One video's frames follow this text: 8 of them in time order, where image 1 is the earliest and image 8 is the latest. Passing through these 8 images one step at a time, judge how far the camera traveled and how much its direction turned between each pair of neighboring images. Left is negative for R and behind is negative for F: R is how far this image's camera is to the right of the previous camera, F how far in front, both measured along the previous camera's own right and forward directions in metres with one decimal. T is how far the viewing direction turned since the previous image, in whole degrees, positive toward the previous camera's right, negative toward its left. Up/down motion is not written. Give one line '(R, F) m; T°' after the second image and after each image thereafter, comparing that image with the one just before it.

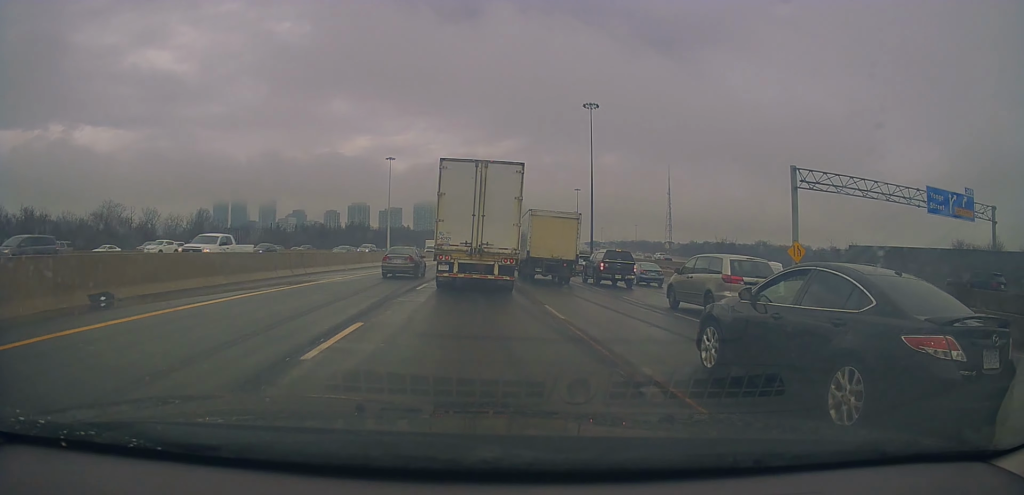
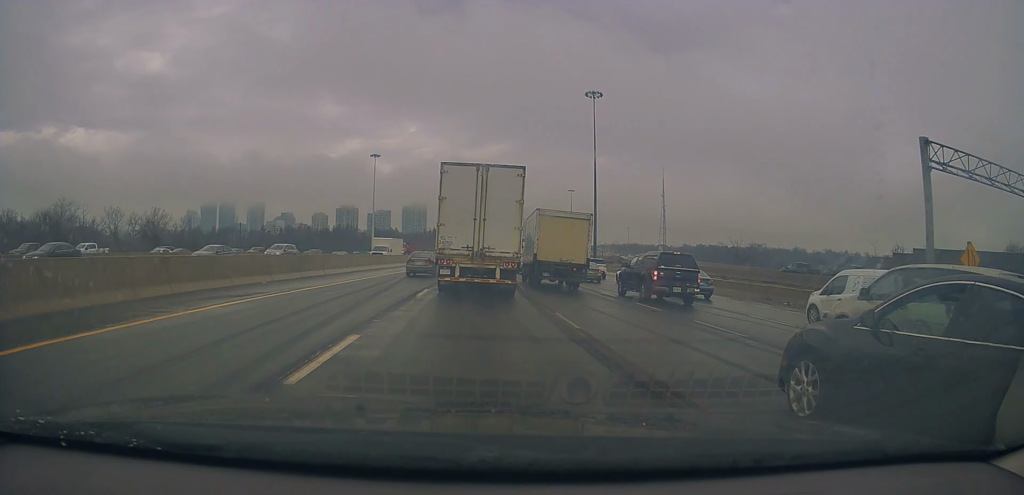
(0.0, +13.3) m; -1°
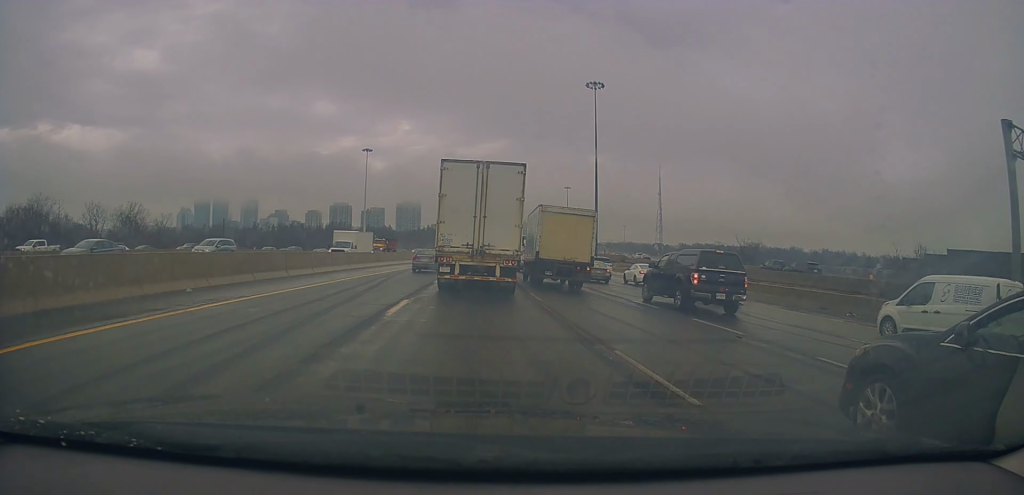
(-0.2, +6.0) m; -1°
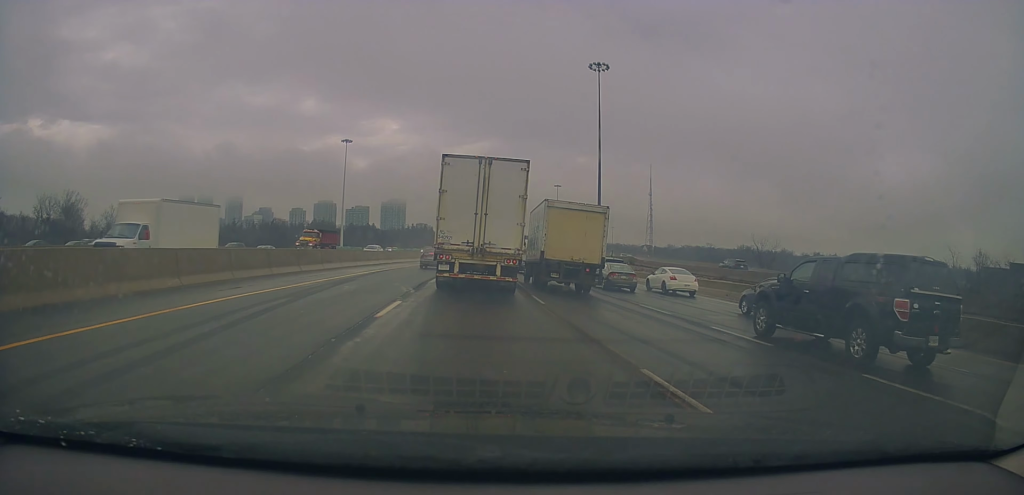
(+0.3, +13.3) m; +1°
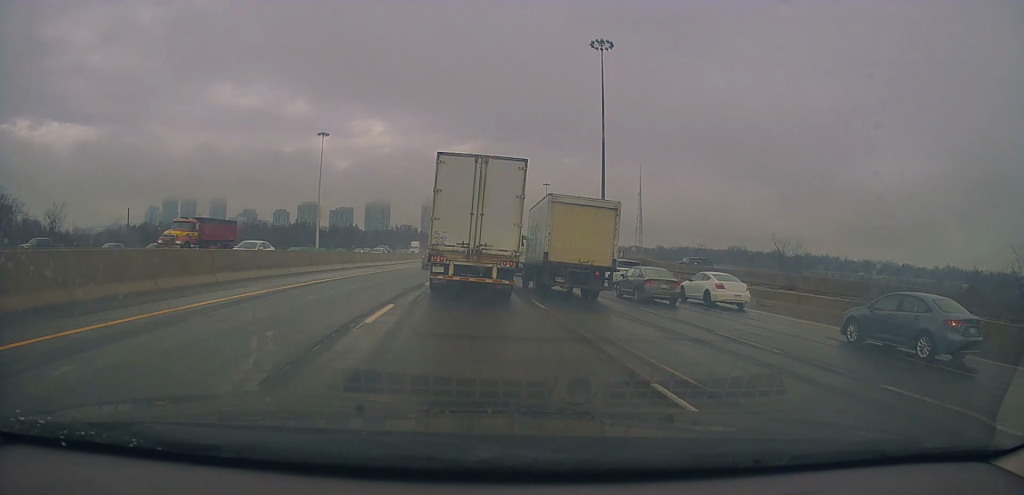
(0.0, +13.3) m; +1°
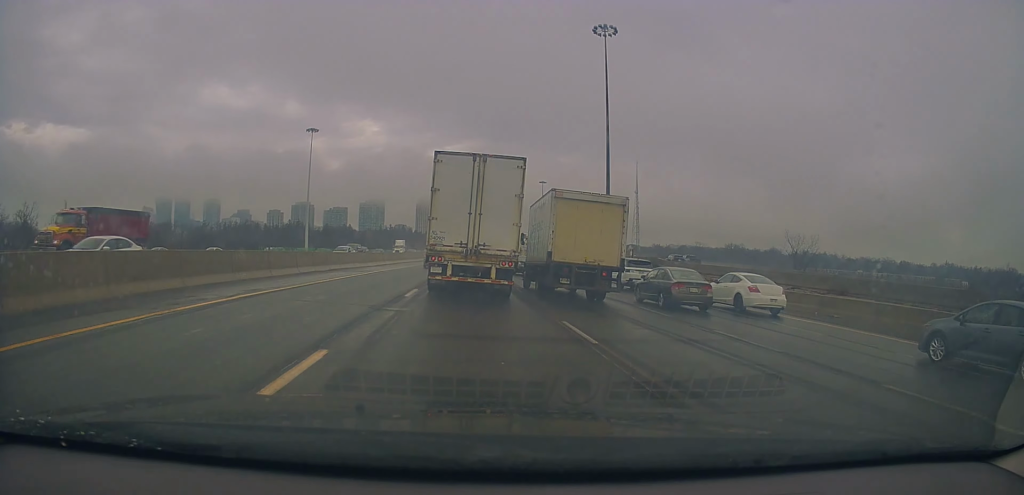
(0.0, +5.9) m; +1°
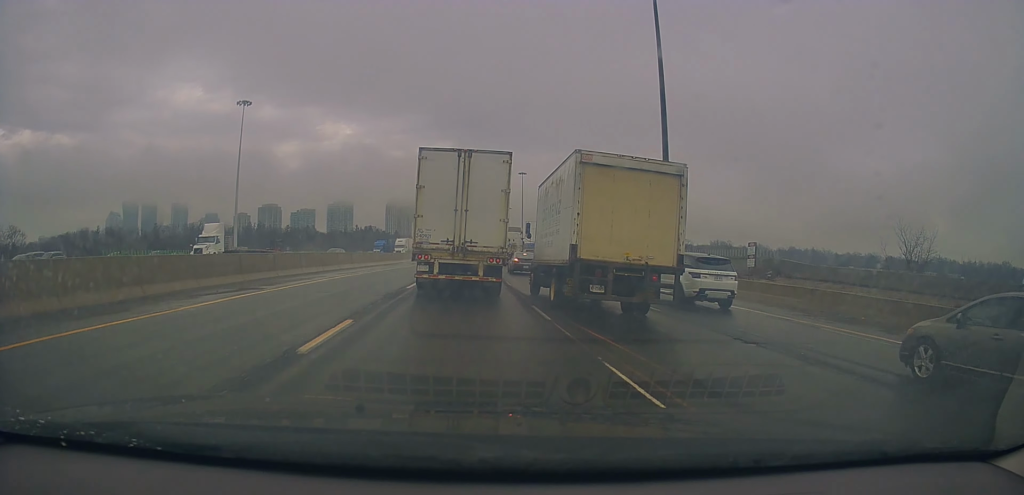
(+1.6, +34.4) m; +3°
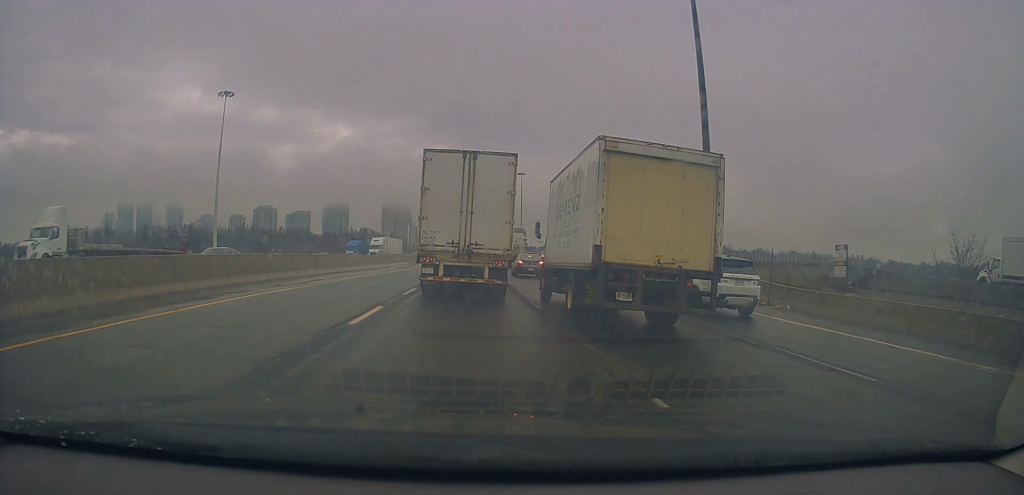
(0.0, +9.7) m; +1°
